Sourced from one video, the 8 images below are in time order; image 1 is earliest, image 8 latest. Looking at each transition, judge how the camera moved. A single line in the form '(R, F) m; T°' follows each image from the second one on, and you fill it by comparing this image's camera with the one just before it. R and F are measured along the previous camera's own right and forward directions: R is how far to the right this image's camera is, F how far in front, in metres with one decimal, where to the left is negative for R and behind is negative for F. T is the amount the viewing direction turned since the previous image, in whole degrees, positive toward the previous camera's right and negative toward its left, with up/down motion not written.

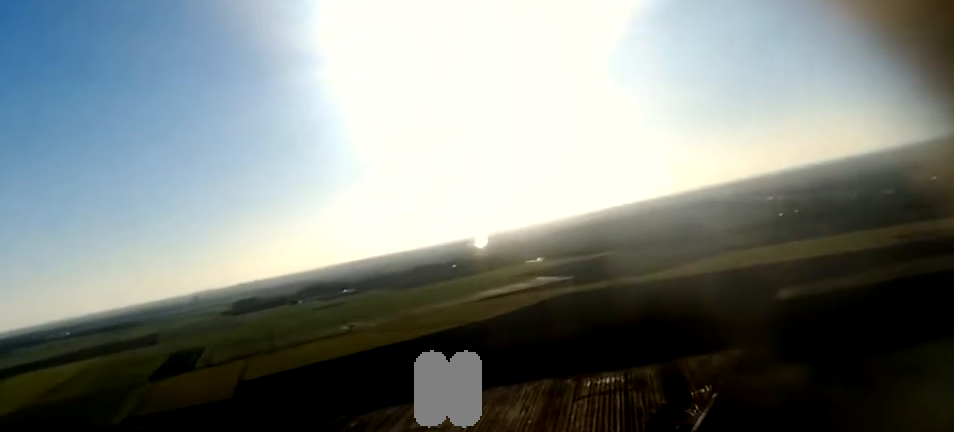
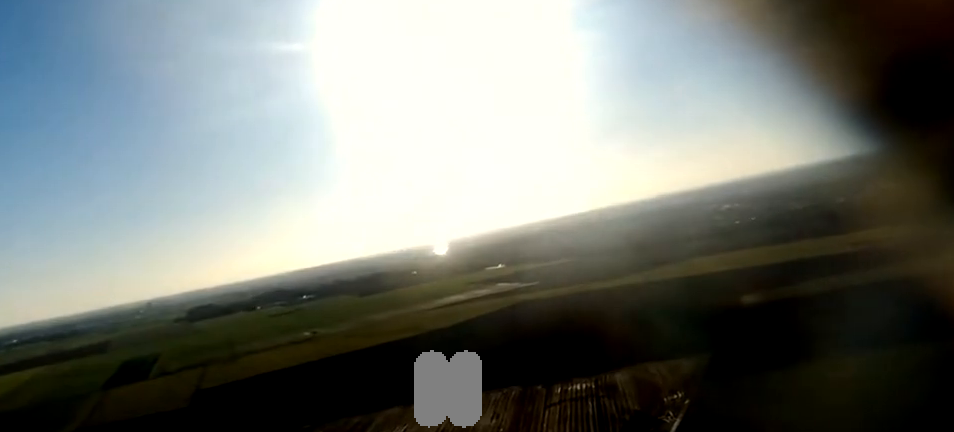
(-0.4, +11.7) m; +4°
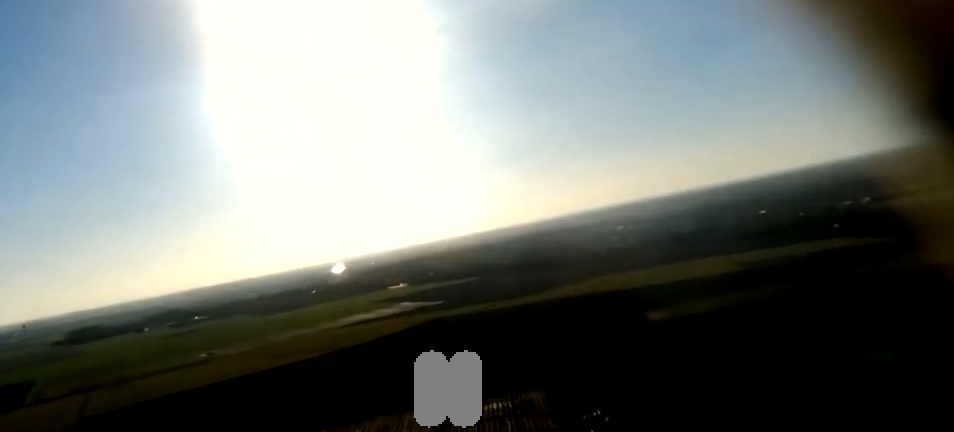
(+1.9, +17.6) m; +7°
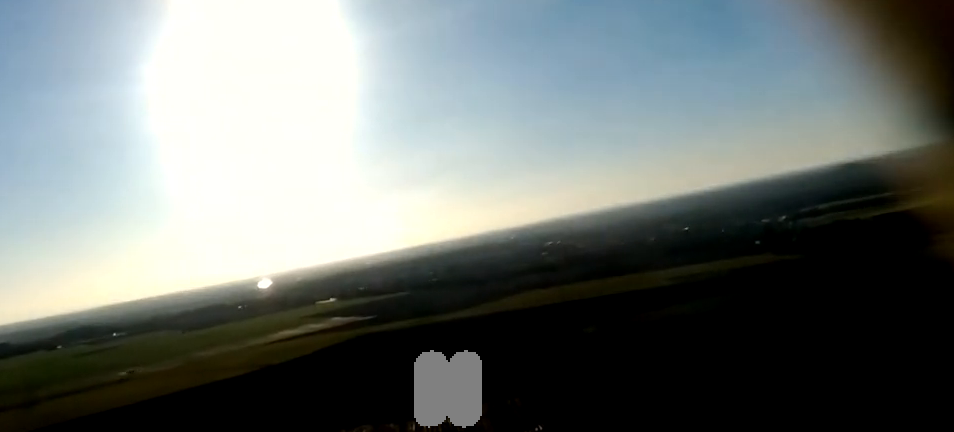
(+0.3, +10.3) m; +4°
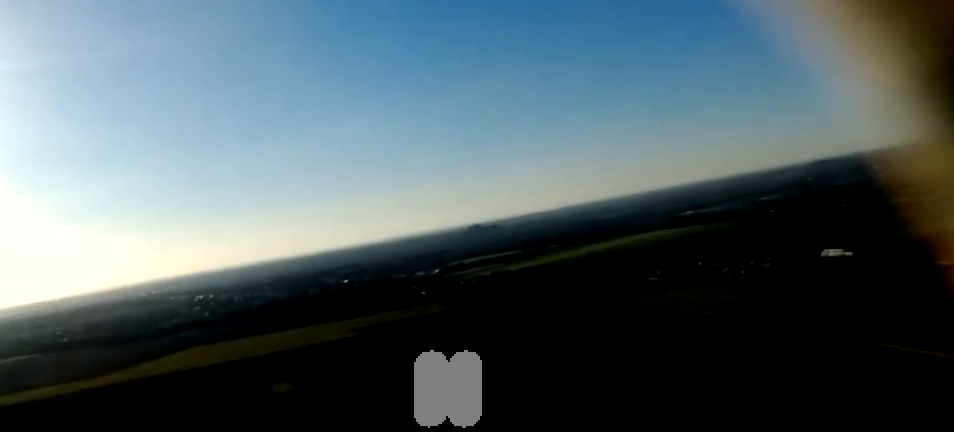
(+13.8, +64.8) m; +26°
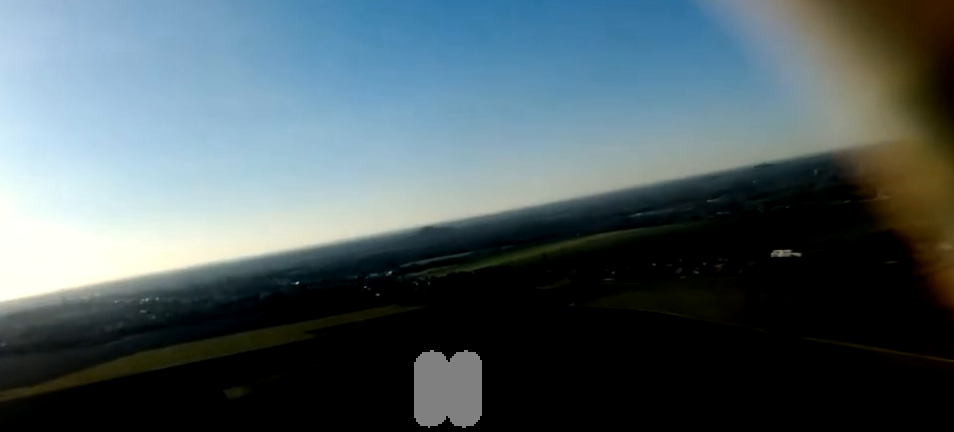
(+0.5, +10.3) m; +3°
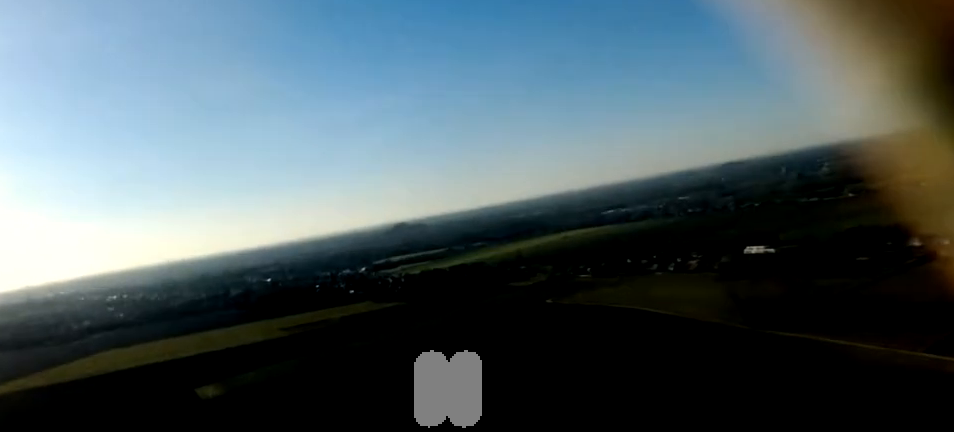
(+0.2, +7.8) m; +1°
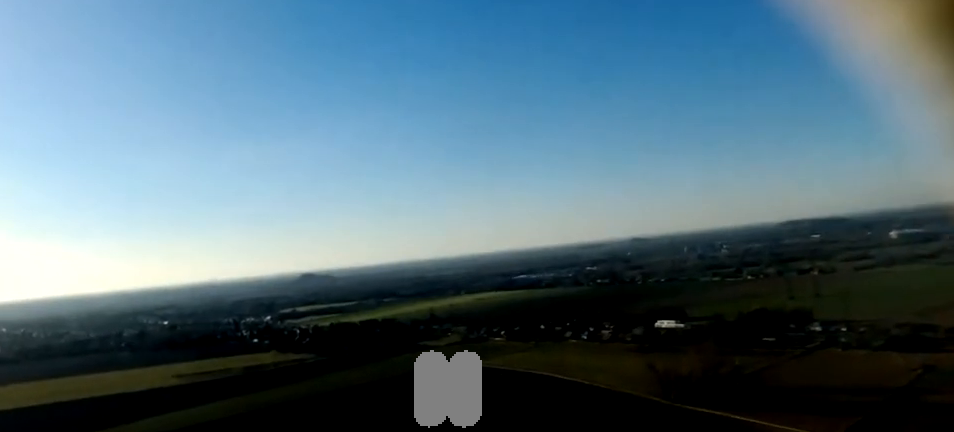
(+0.2, +15.9) m; +2°
